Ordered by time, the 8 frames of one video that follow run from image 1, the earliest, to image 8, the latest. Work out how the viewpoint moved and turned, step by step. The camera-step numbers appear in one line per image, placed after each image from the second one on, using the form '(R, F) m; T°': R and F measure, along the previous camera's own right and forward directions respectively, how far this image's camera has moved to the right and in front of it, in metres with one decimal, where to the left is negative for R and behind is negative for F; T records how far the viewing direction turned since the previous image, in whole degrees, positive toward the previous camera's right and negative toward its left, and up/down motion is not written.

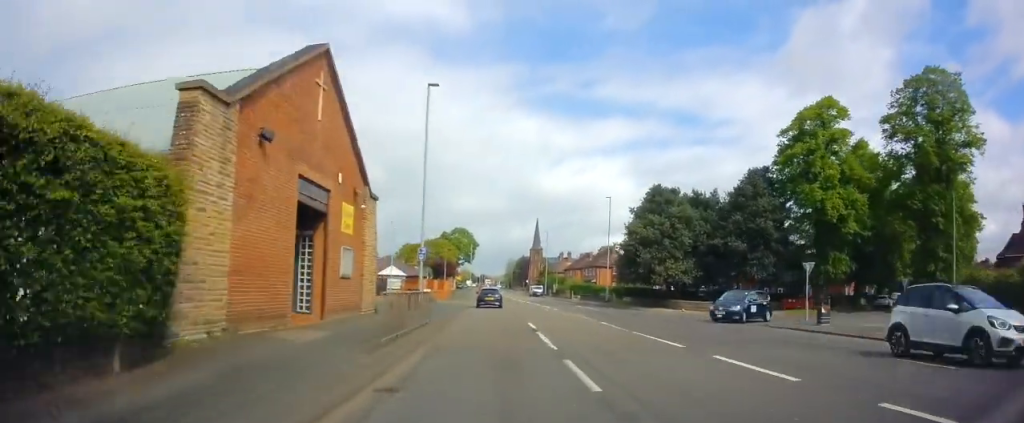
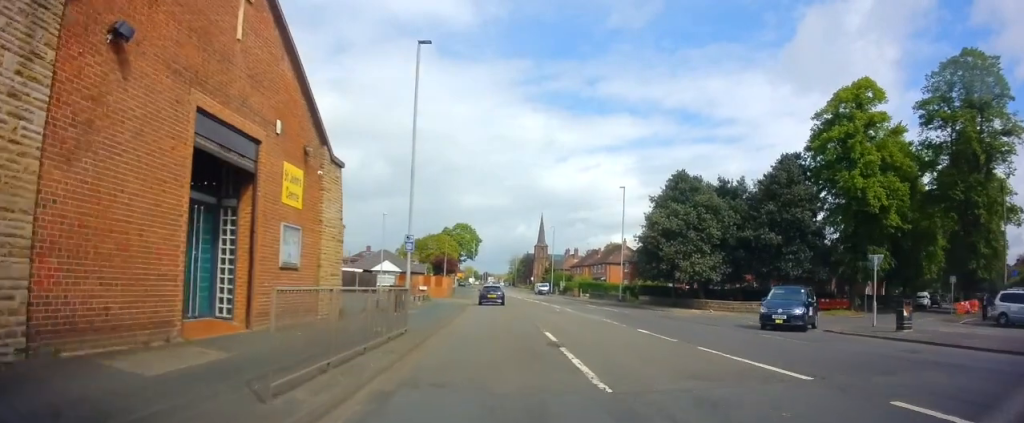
(-0.1, +5.5) m; 0°
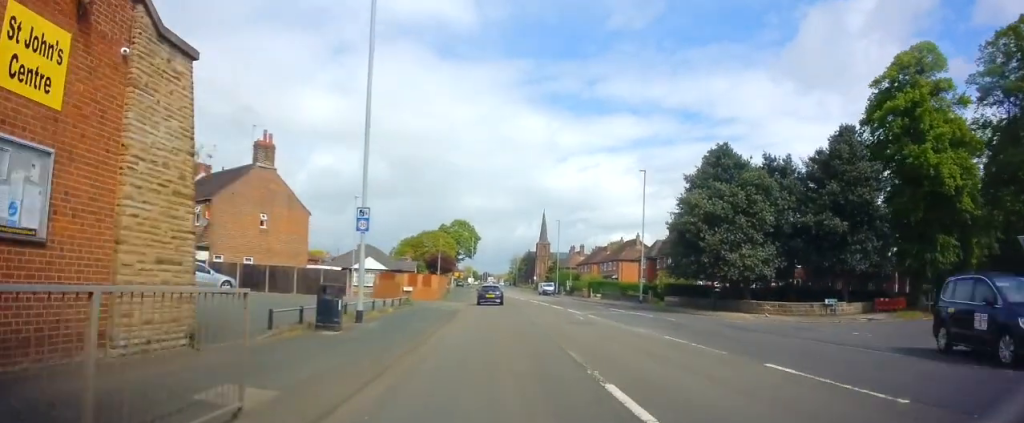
(+0.2, +8.7) m; 0°
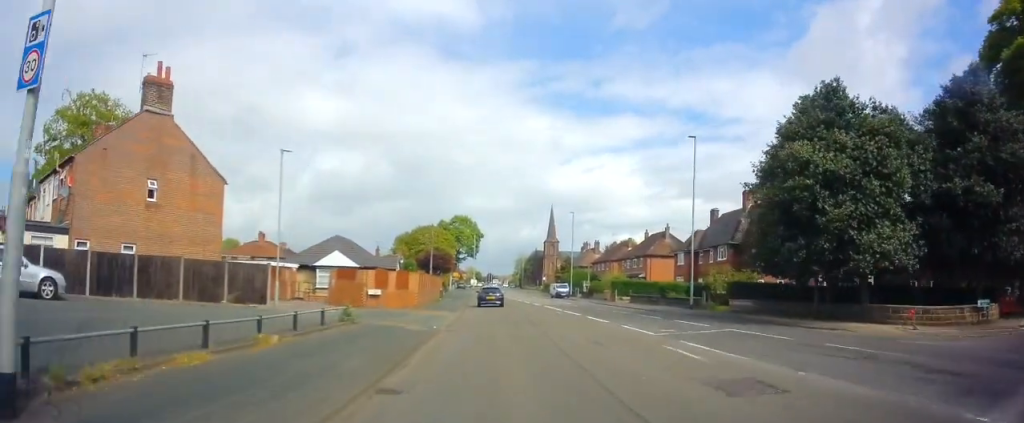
(-0.2, +13.1) m; -1°
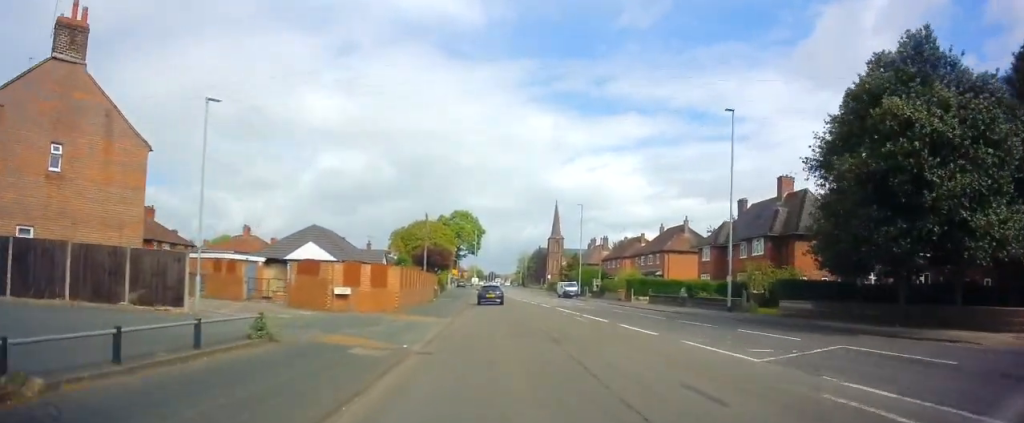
(0.0, +6.6) m; 0°
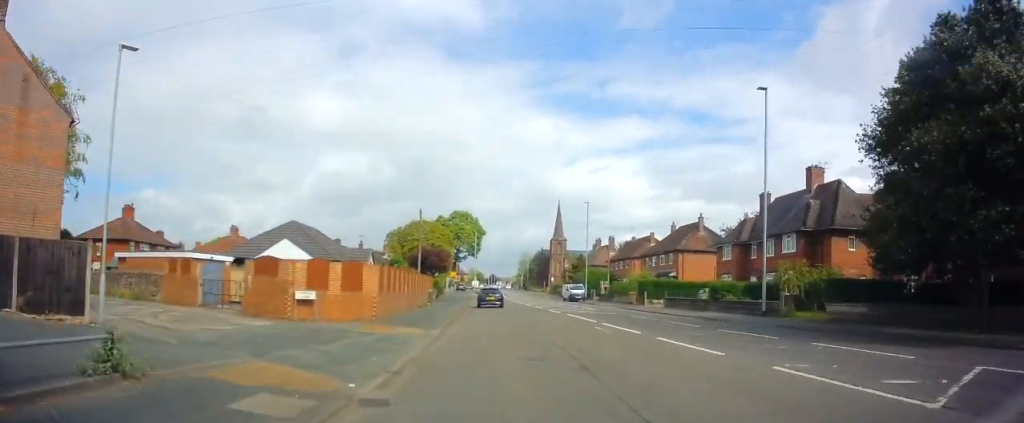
(0.0, +4.7) m; 0°
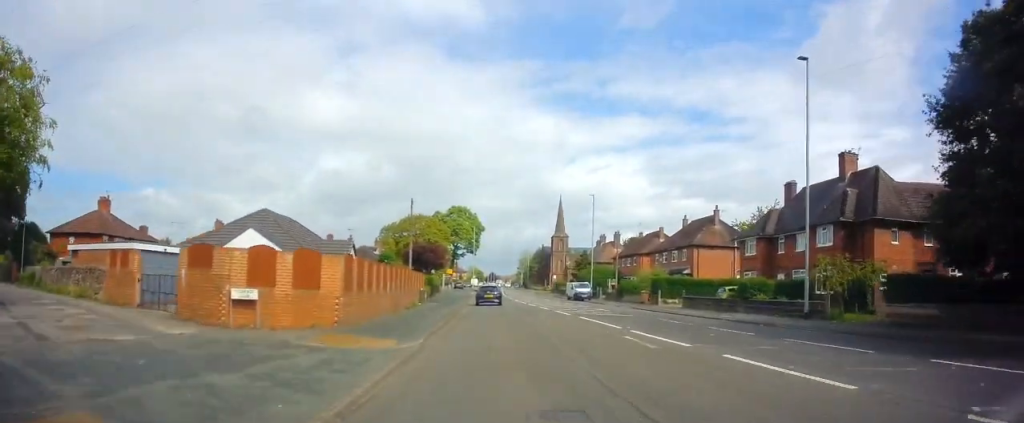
(0.0, +4.6) m; 0°
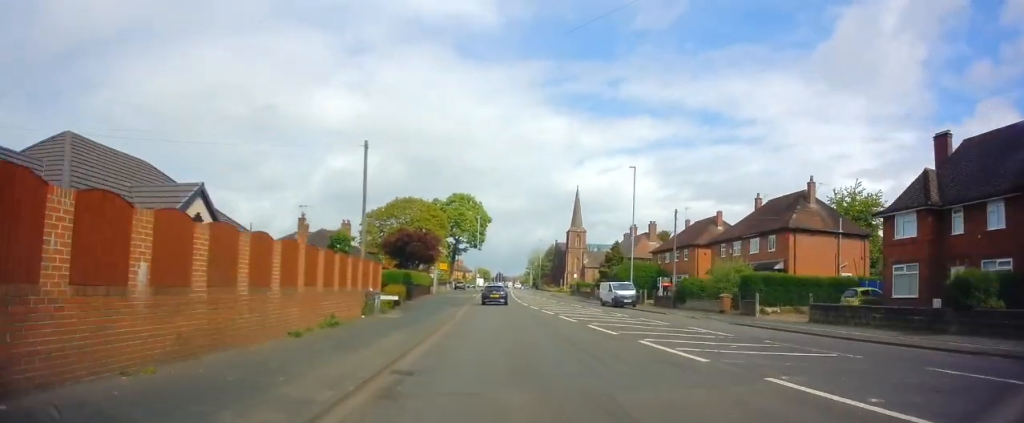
(0.0, +17.4) m; -2°
